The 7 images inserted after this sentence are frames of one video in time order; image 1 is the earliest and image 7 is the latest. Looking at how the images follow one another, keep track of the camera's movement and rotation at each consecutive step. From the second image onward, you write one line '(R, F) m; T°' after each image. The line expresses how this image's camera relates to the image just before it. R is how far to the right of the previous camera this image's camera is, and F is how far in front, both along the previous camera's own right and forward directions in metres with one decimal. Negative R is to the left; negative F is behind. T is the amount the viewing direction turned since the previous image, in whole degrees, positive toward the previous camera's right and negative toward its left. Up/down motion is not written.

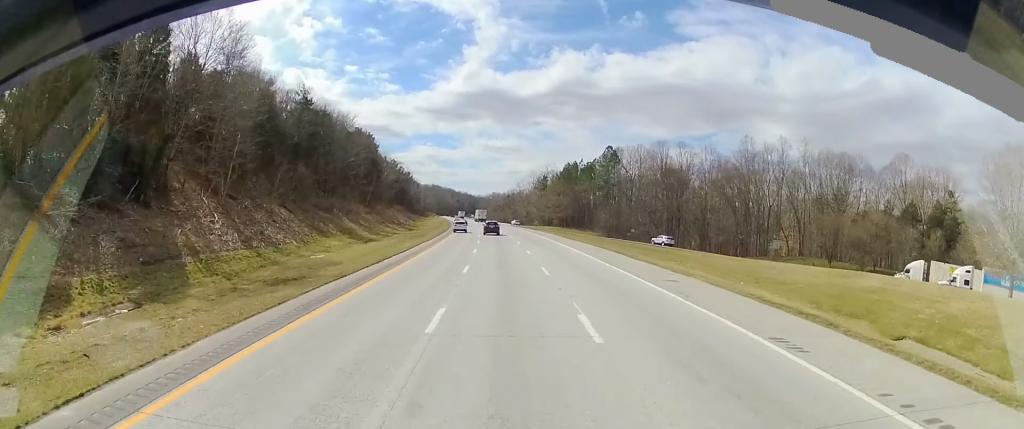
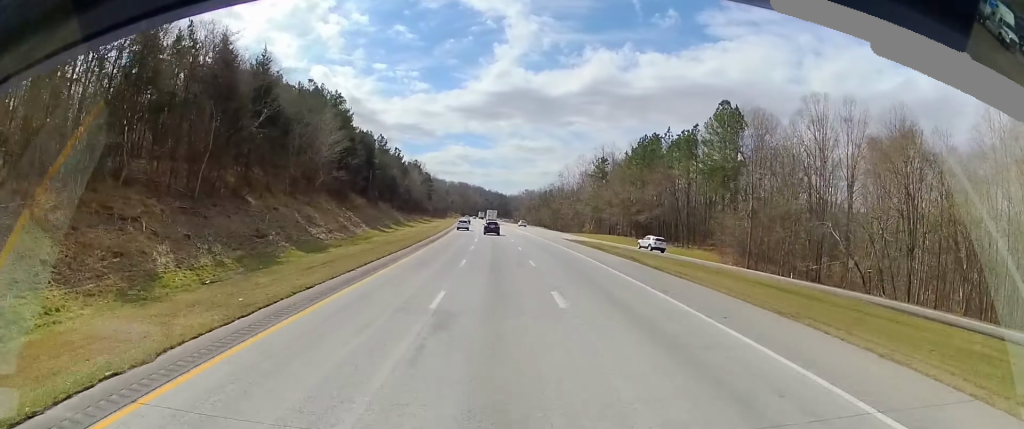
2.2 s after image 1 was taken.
(-4.7, +69.5) m; -6°
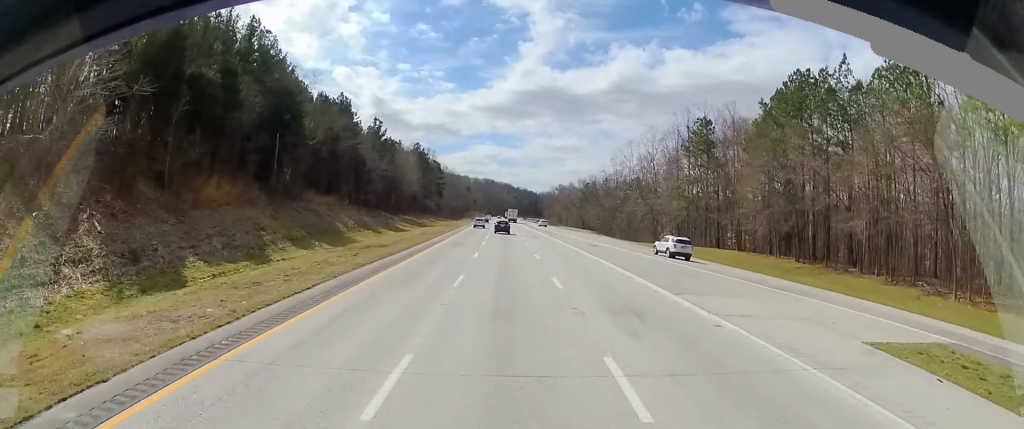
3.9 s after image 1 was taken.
(0.0, +57.0) m; 0°
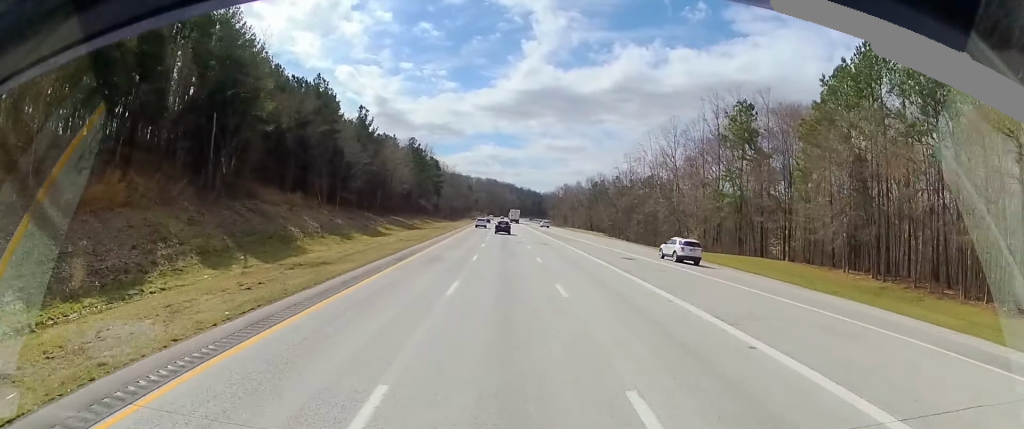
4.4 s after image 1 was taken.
(0.0, +14.0) m; 0°
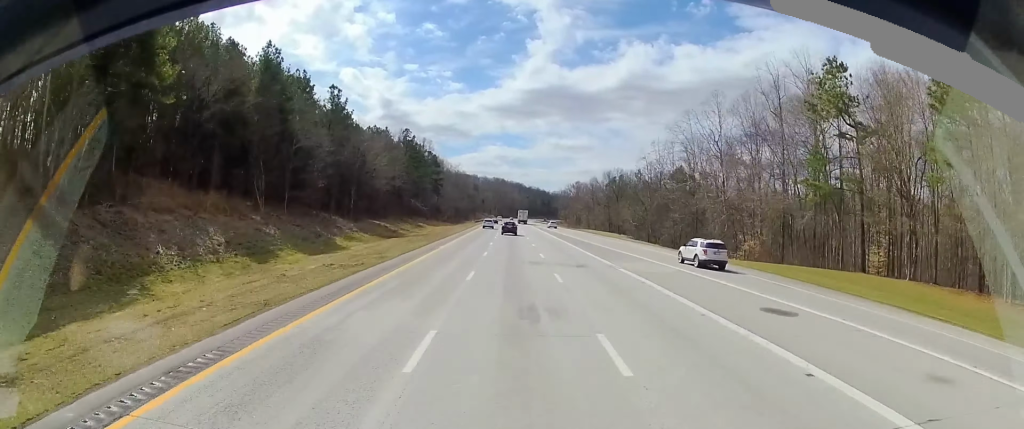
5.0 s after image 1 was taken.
(0.0, +20.5) m; 0°
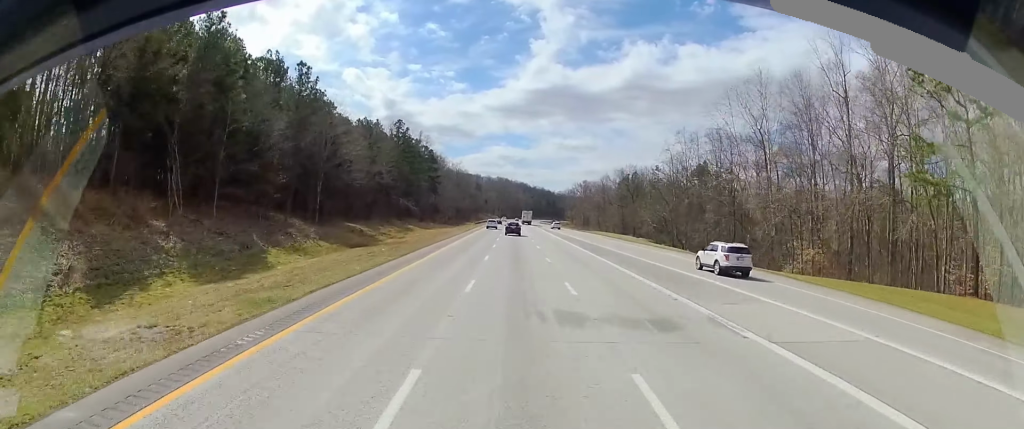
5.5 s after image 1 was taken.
(+0.1, +15.1) m; -1°
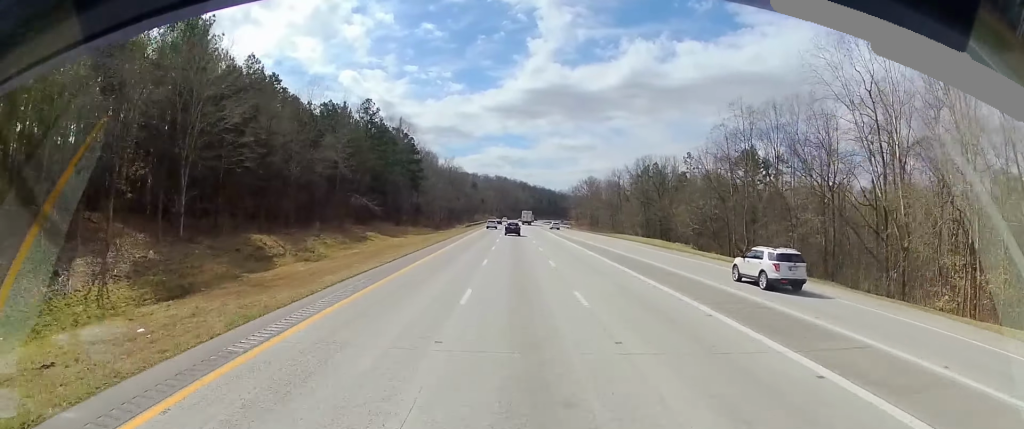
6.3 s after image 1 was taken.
(-0.5, +27.0) m; -2°
